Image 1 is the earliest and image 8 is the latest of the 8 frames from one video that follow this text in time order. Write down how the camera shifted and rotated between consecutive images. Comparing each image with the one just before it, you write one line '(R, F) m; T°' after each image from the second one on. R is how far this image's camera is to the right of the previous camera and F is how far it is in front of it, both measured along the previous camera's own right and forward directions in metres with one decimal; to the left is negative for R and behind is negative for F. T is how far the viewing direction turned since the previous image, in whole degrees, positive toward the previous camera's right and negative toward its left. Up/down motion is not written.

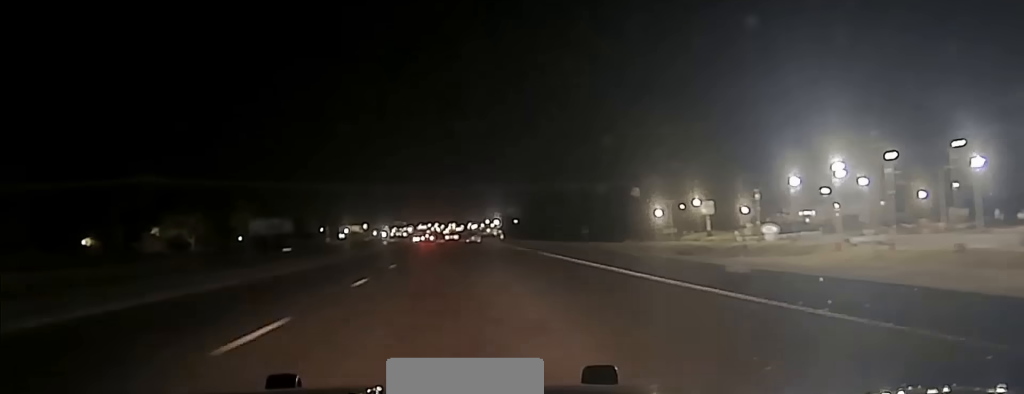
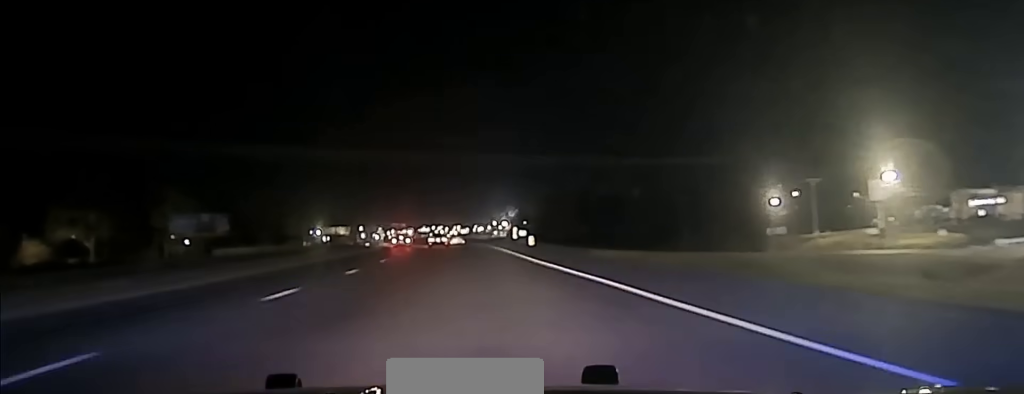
(+0.4, +76.3) m; 0°
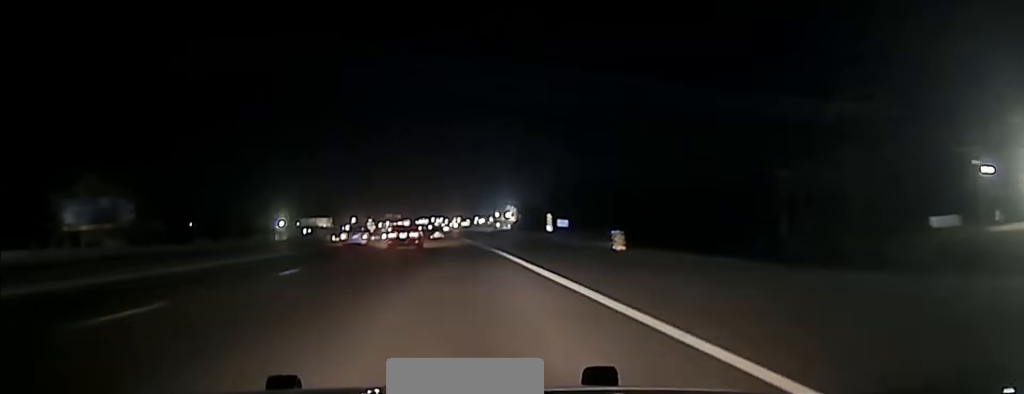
(-0.5, +56.8) m; -1°
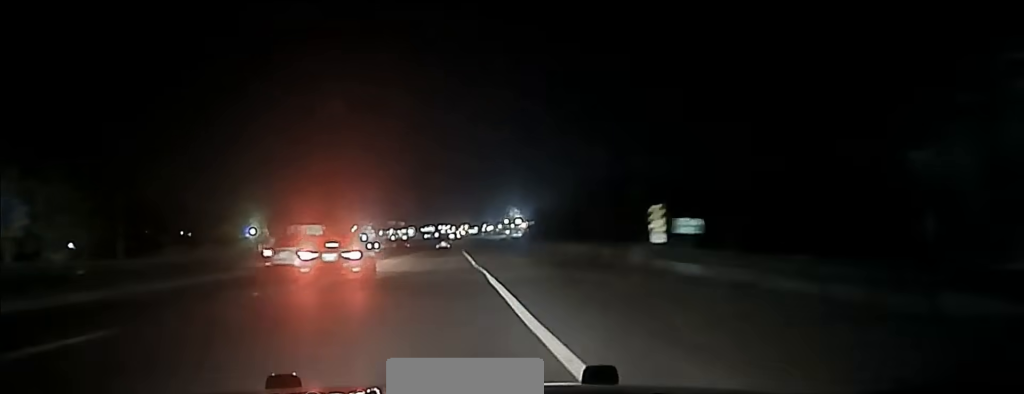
(-0.1, +37.0) m; 0°
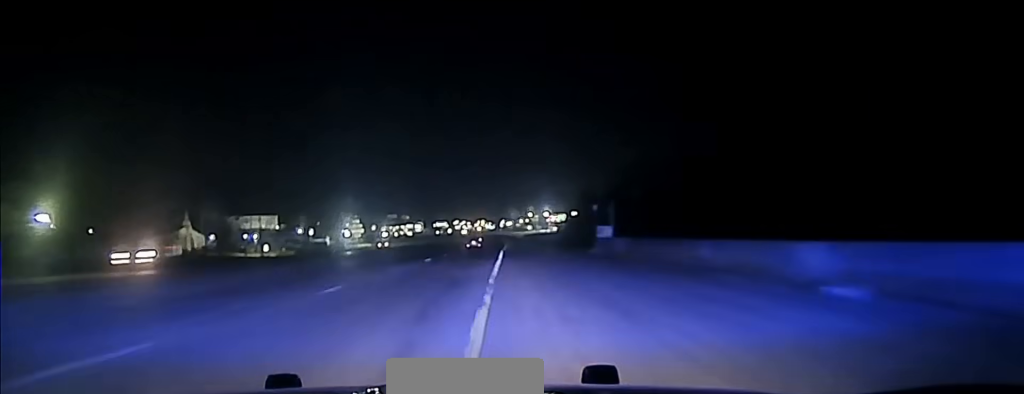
(-1.1, +104.4) m; -1°
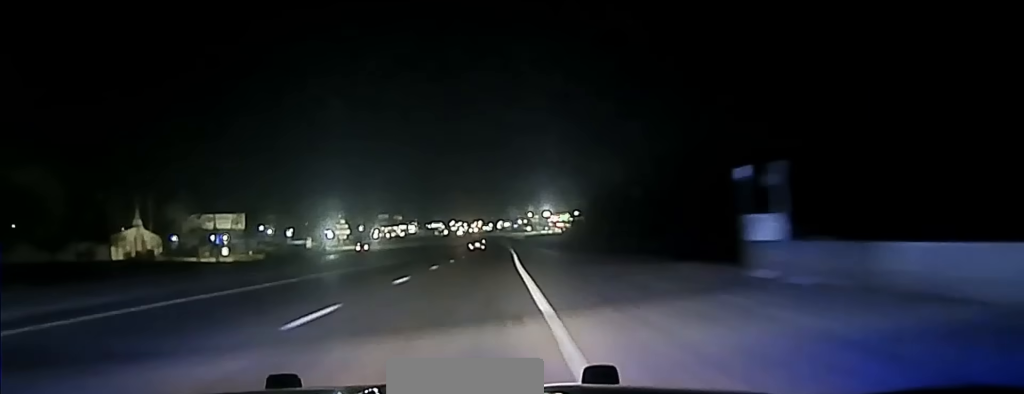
(0.0, +32.9) m; 0°
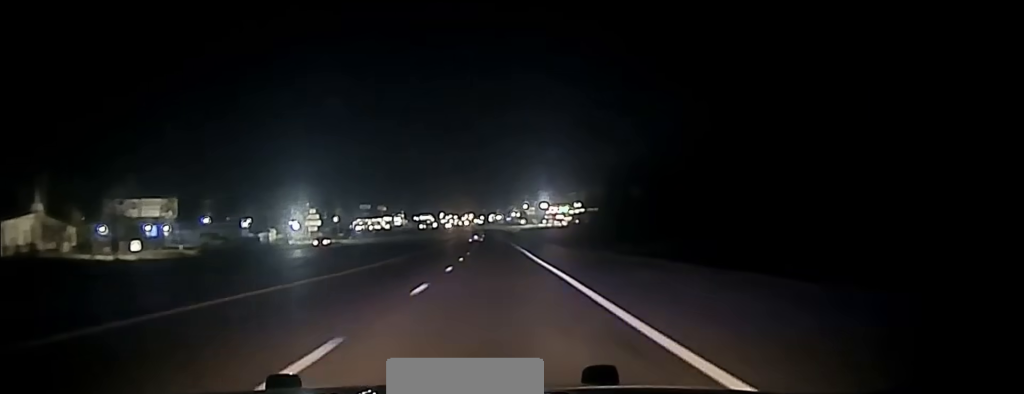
(+0.1, +40.7) m; +1°
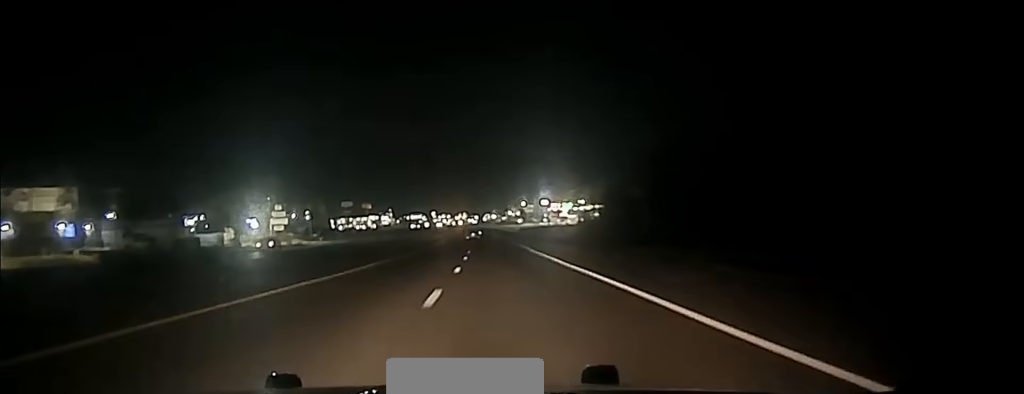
(+0.3, +44.0) m; +1°
